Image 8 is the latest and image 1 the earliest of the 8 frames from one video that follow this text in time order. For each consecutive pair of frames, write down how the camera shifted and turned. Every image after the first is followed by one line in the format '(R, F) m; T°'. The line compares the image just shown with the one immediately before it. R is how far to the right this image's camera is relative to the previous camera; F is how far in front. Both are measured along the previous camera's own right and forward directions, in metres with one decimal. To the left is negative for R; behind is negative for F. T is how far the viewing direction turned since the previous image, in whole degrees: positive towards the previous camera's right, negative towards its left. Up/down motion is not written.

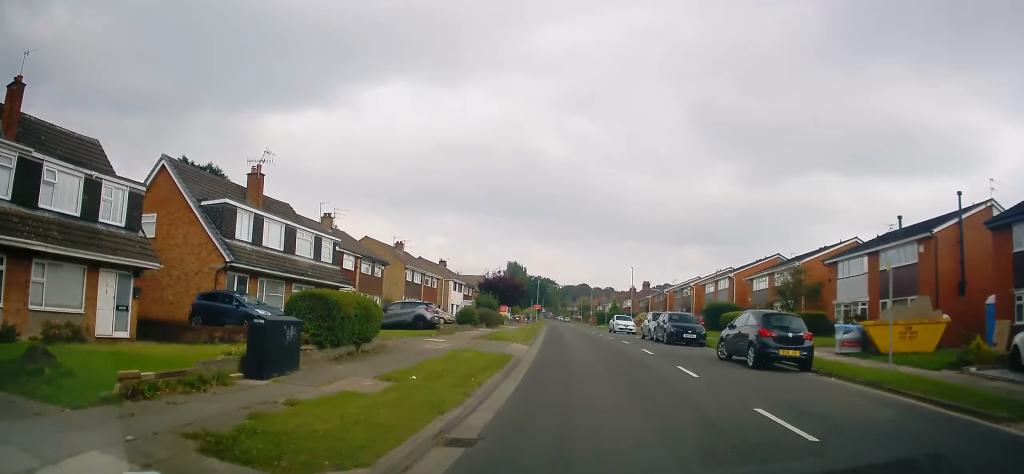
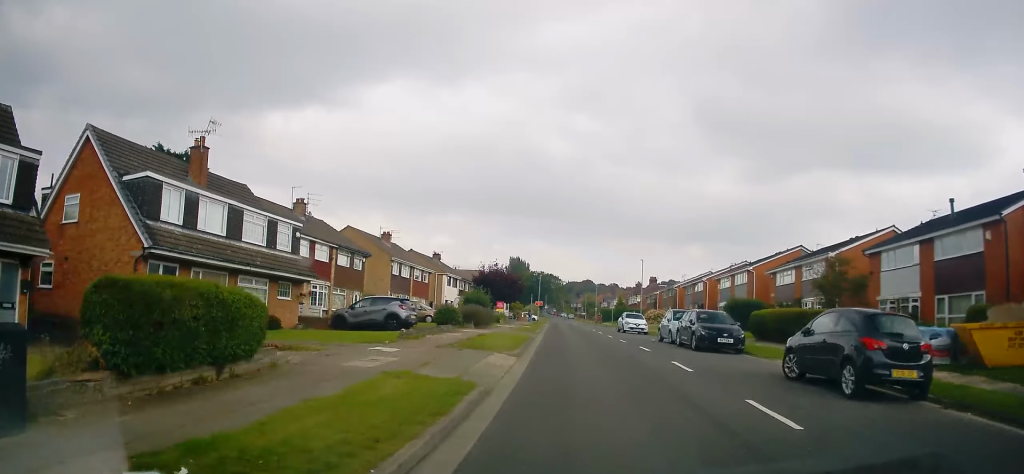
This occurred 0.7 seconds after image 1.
(+0.1, +5.5) m; +1°
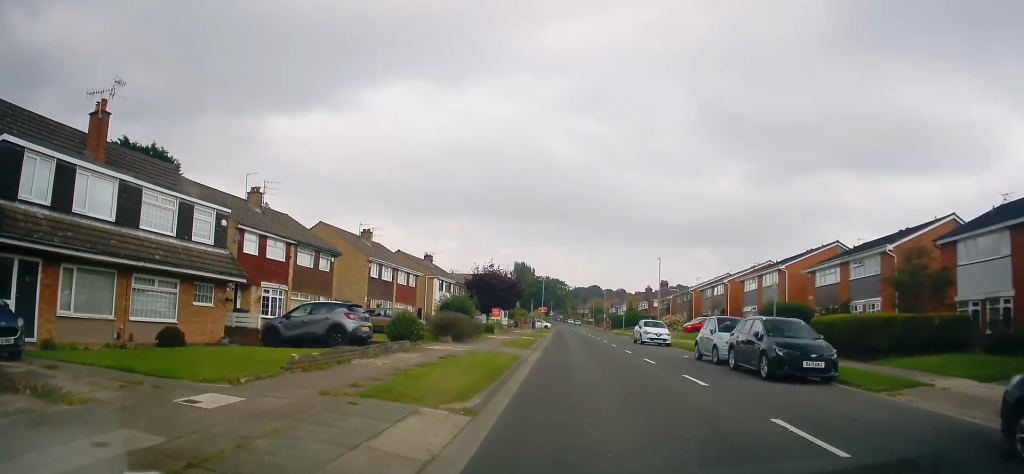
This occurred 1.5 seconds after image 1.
(0.0, +7.1) m; 0°
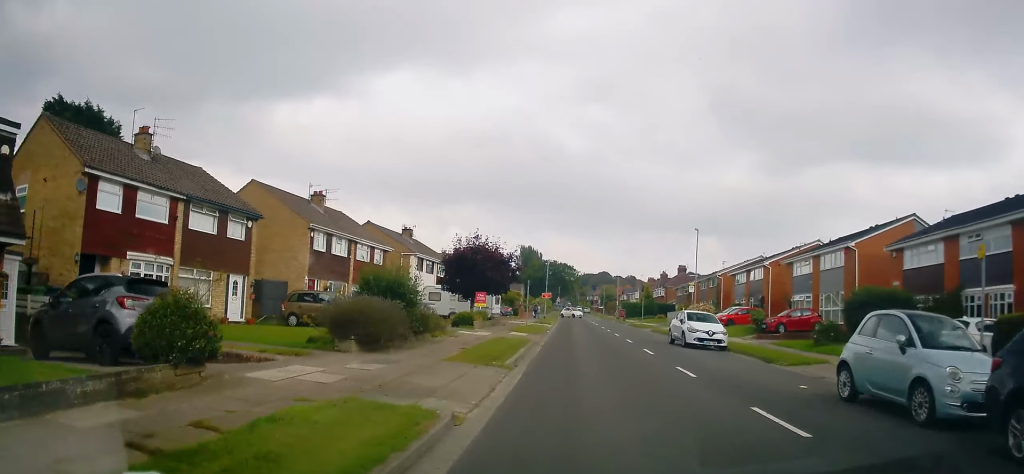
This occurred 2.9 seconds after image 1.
(0.0, +11.2) m; -2°
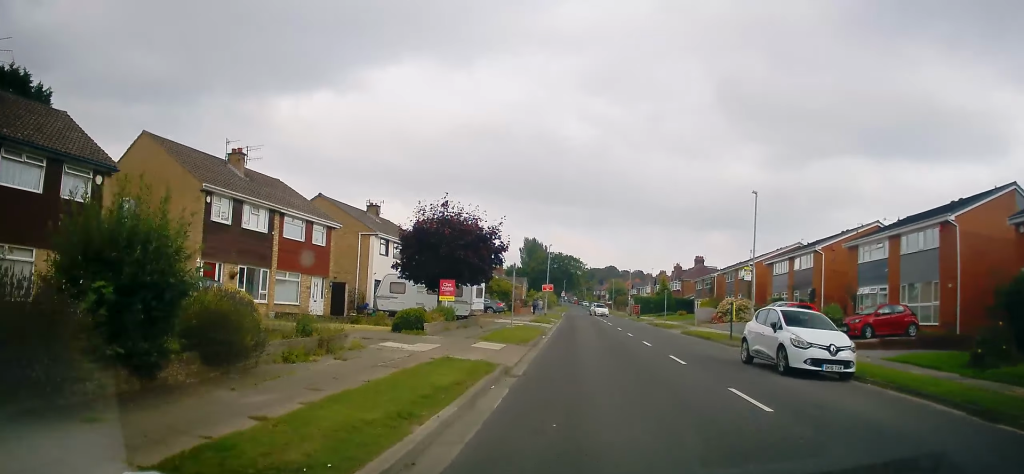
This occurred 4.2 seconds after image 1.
(-0.4, +10.5) m; -2°
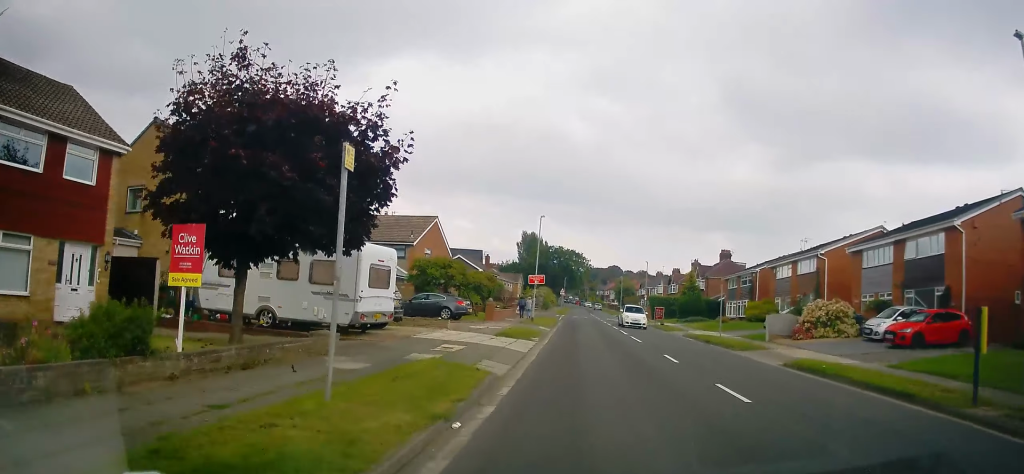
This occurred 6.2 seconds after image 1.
(0.0, +16.8) m; 0°
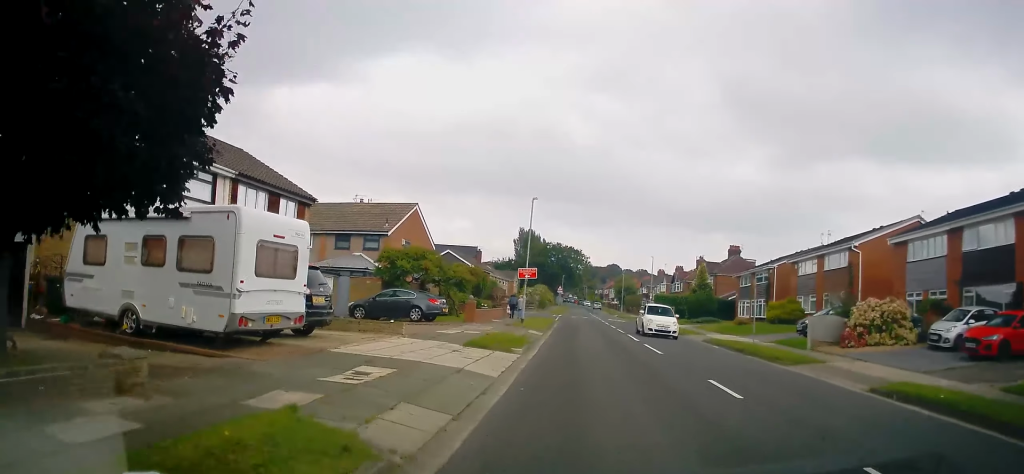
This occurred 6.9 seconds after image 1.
(+0.1, +5.6) m; 0°
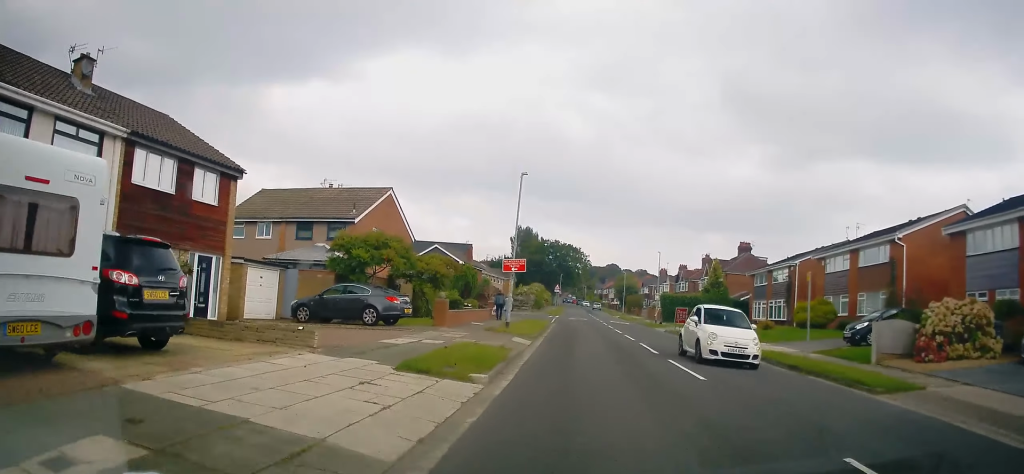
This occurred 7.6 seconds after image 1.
(+0.2, +5.6) m; 0°
